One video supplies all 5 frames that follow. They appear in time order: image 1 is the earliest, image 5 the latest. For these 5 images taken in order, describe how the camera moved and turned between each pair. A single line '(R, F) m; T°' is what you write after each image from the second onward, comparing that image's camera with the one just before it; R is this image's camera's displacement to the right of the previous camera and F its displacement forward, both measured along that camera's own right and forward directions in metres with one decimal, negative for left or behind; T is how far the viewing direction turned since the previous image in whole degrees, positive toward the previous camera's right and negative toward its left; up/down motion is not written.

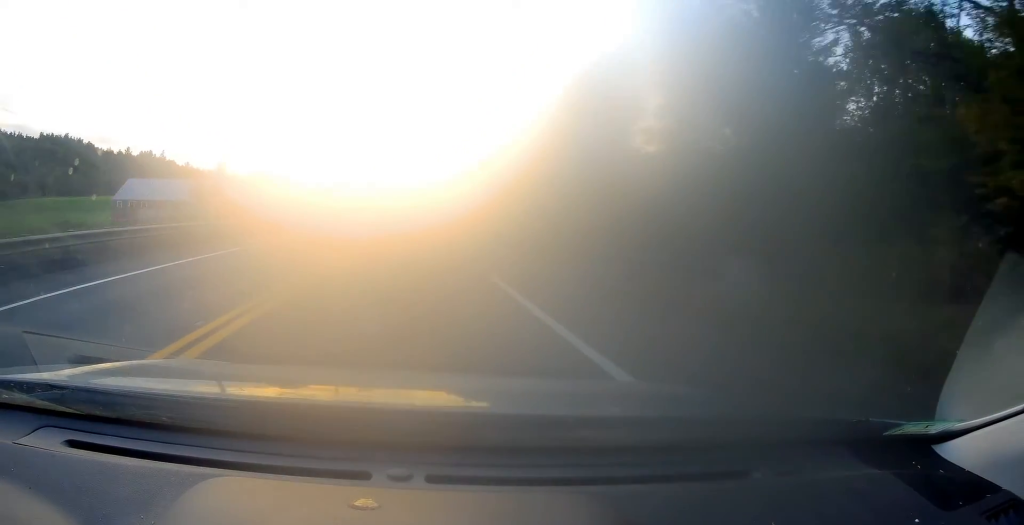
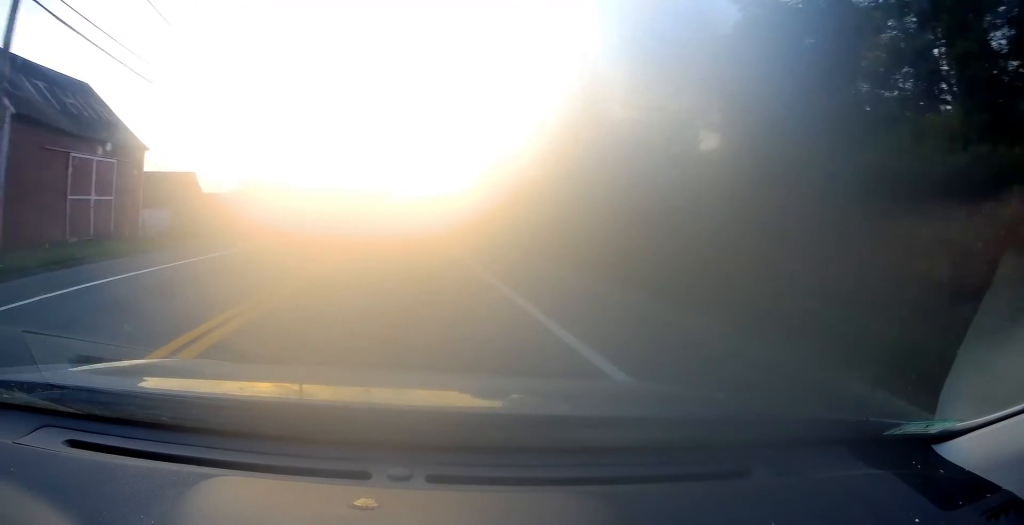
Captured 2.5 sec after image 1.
(-1.3, +60.3) m; -1°
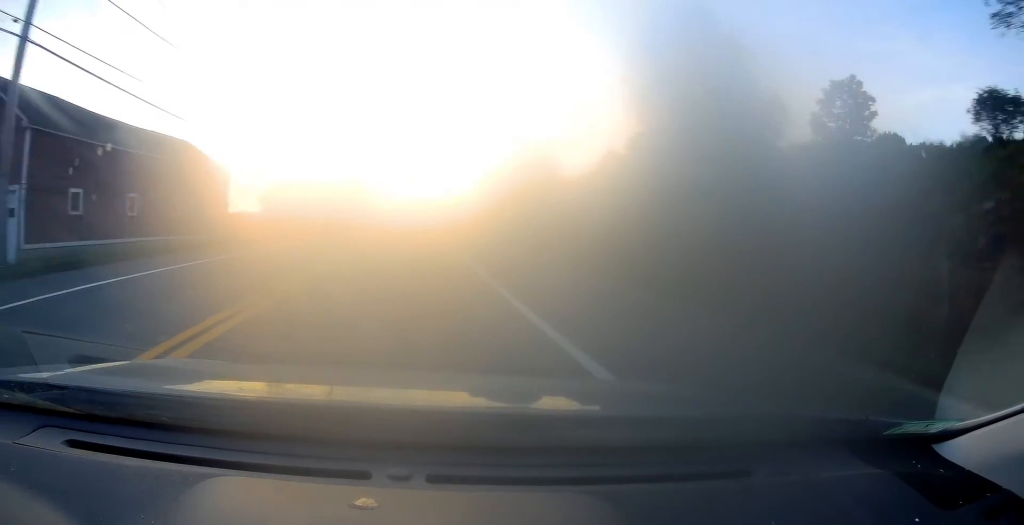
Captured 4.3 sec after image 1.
(+1.9, +41.1) m; +4°
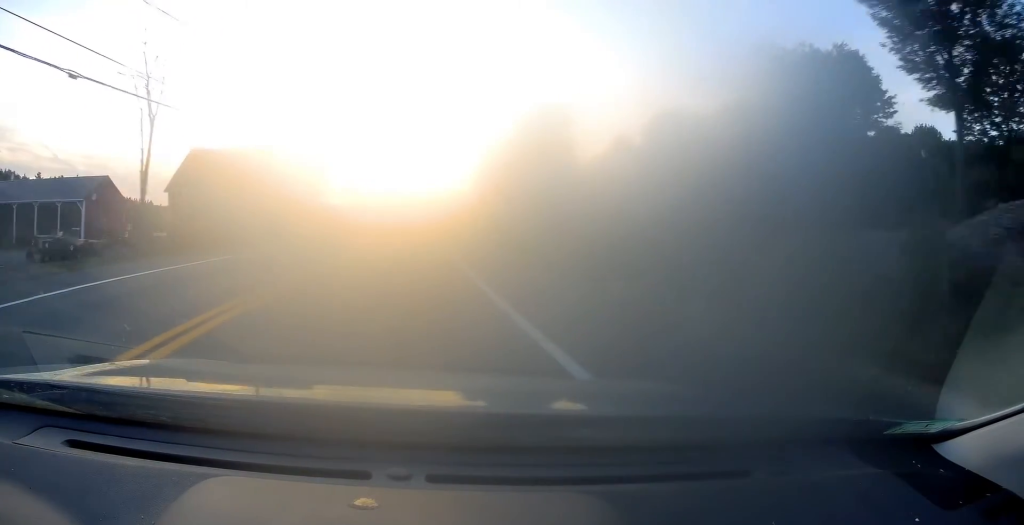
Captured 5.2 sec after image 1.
(-0.1, +22.8) m; 0°
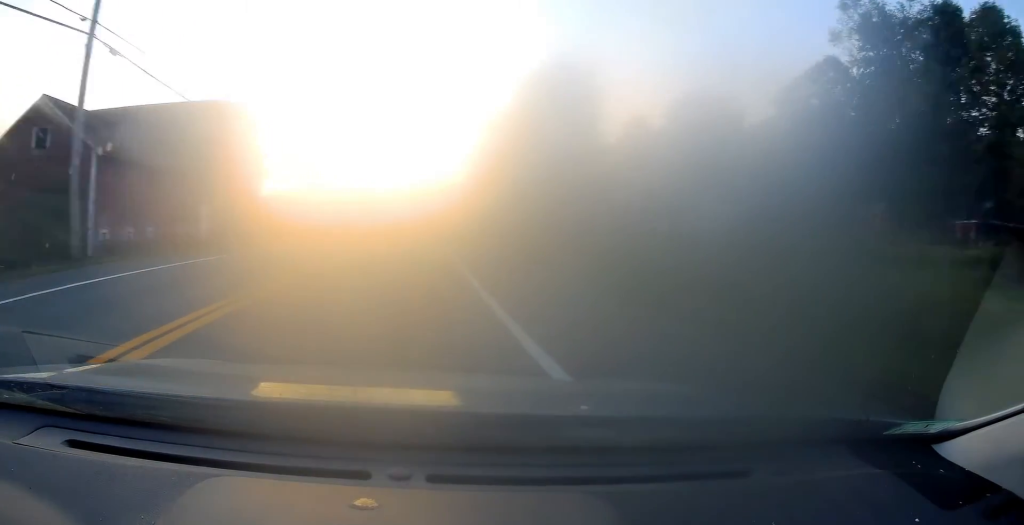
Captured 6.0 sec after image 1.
(0.0, +19.0) m; +2°
